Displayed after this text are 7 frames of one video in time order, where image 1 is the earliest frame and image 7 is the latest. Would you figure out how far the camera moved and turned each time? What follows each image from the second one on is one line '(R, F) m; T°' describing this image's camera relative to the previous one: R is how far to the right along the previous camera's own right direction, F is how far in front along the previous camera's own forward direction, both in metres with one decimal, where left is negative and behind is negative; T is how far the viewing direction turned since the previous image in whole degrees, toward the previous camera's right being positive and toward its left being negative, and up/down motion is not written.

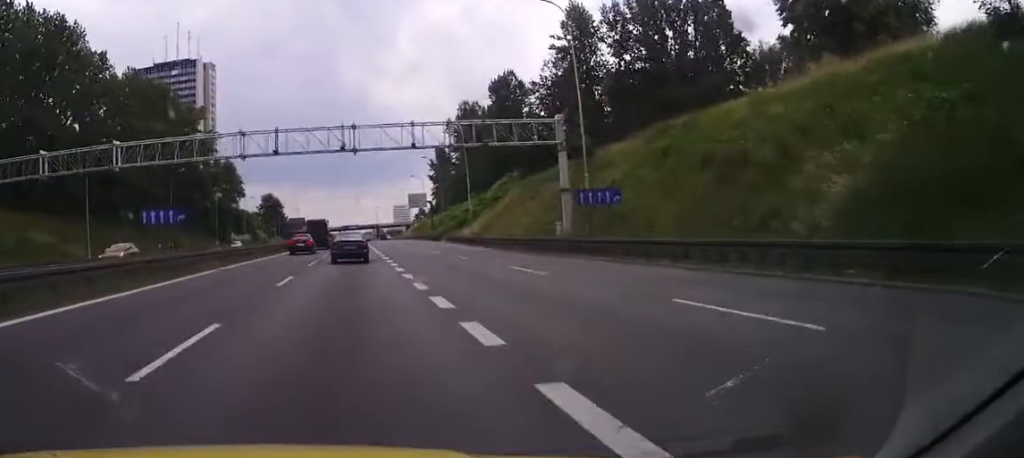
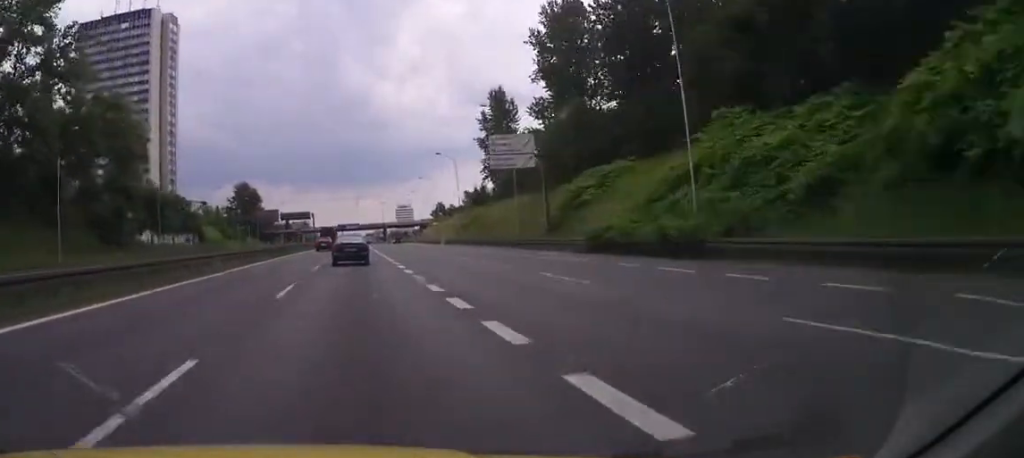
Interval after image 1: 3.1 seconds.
(0.0, +77.2) m; 0°
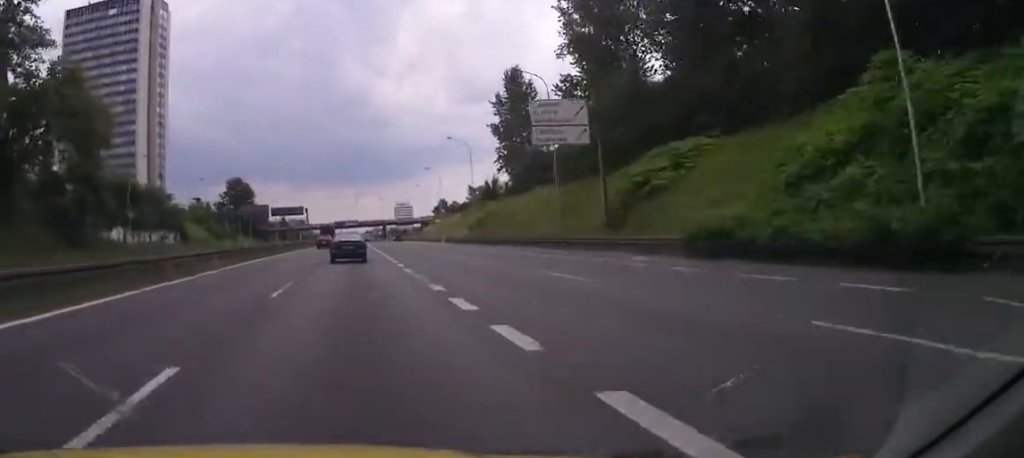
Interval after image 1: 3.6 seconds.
(0.0, +12.6) m; 0°
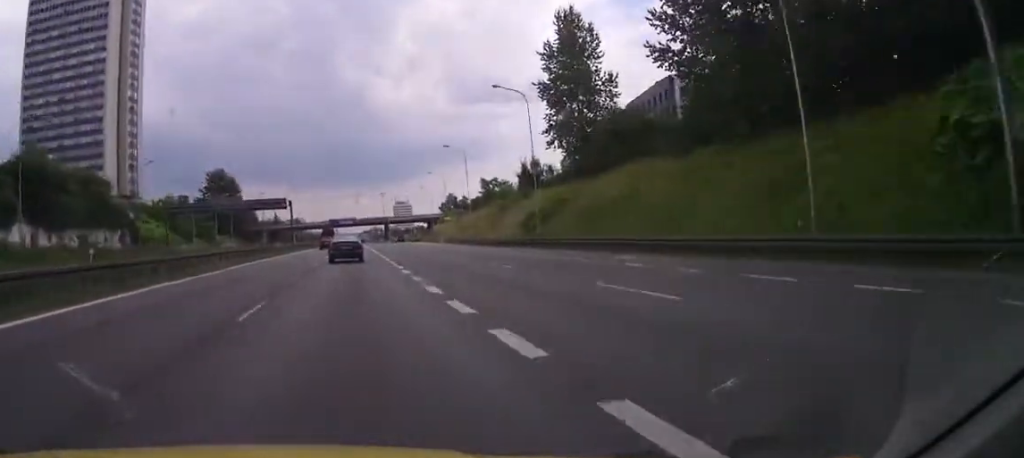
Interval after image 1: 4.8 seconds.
(0.0, +28.3) m; 0°
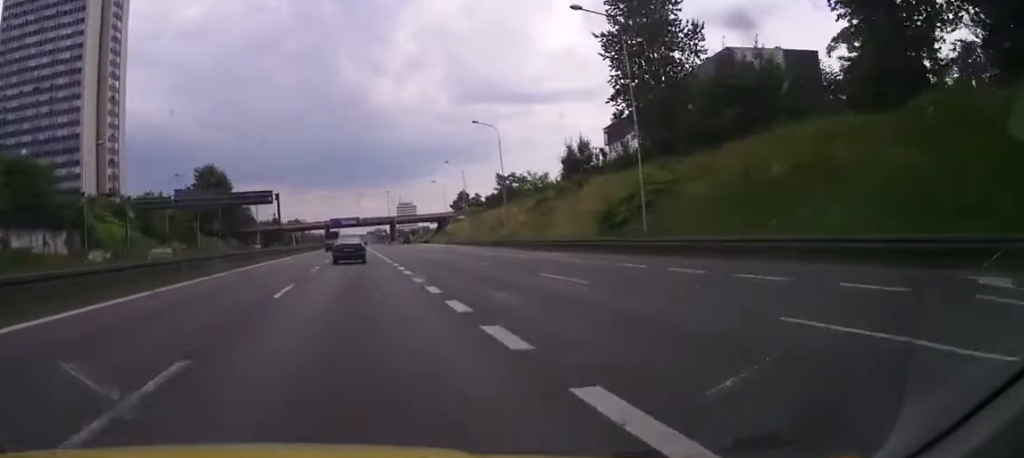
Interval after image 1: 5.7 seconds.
(0.0, +19.6) m; 0°
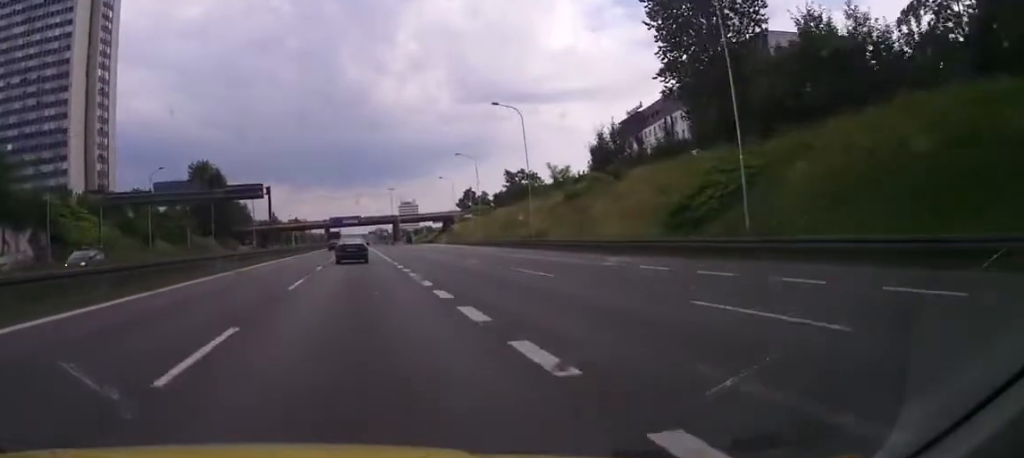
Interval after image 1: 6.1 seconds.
(0.0, +9.4) m; 0°
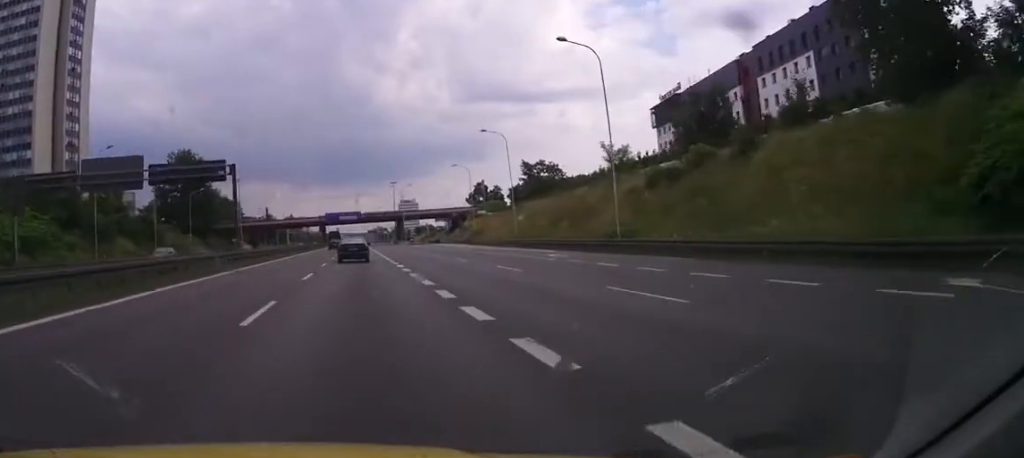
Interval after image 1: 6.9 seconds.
(0.0, +19.2) m; 0°
